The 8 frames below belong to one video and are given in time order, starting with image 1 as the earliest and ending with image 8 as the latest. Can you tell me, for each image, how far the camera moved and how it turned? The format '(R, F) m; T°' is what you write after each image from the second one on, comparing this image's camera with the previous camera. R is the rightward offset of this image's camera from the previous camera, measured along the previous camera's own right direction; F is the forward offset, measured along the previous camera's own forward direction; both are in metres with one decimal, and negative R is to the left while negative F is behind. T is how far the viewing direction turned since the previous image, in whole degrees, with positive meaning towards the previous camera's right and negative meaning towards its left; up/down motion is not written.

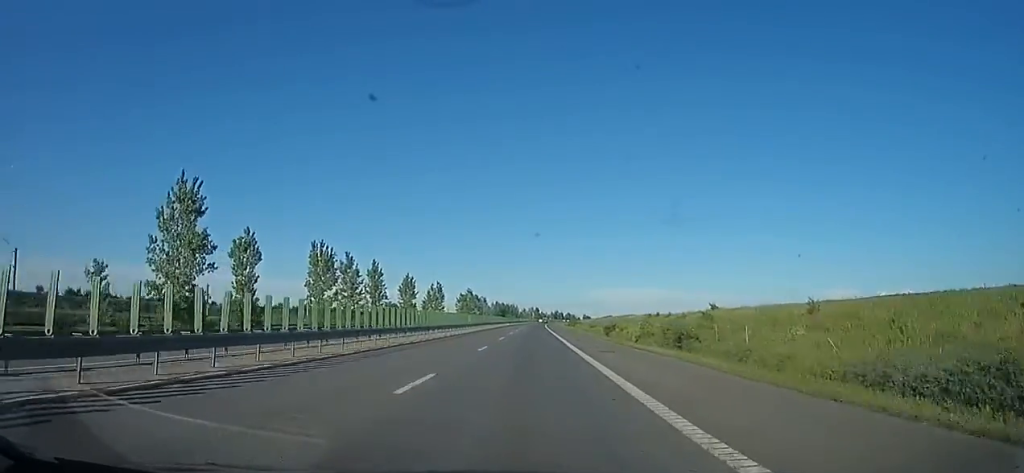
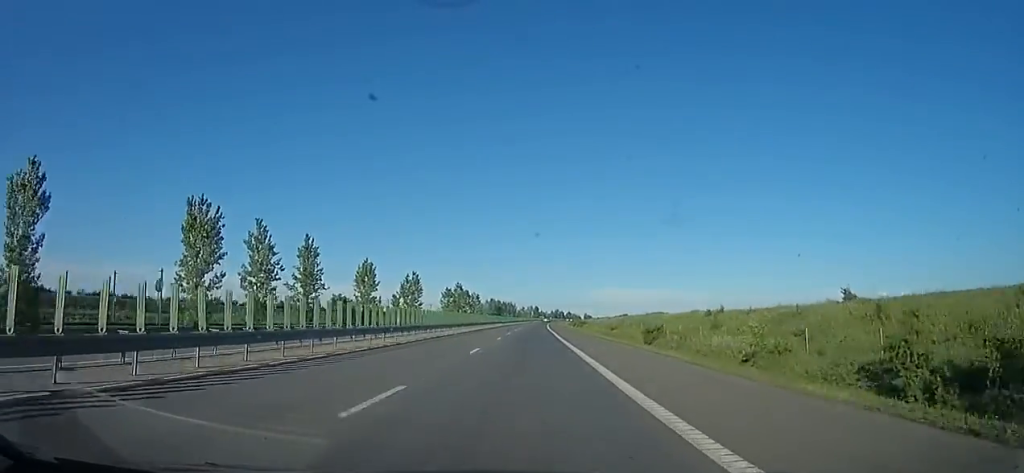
(-0.3, +26.6) m; -1°
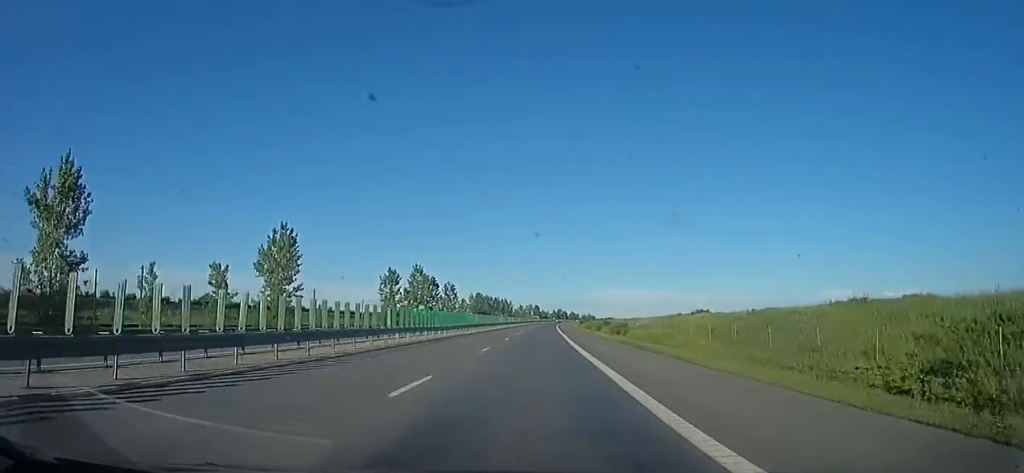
(+0.7, +58.9) m; +2°
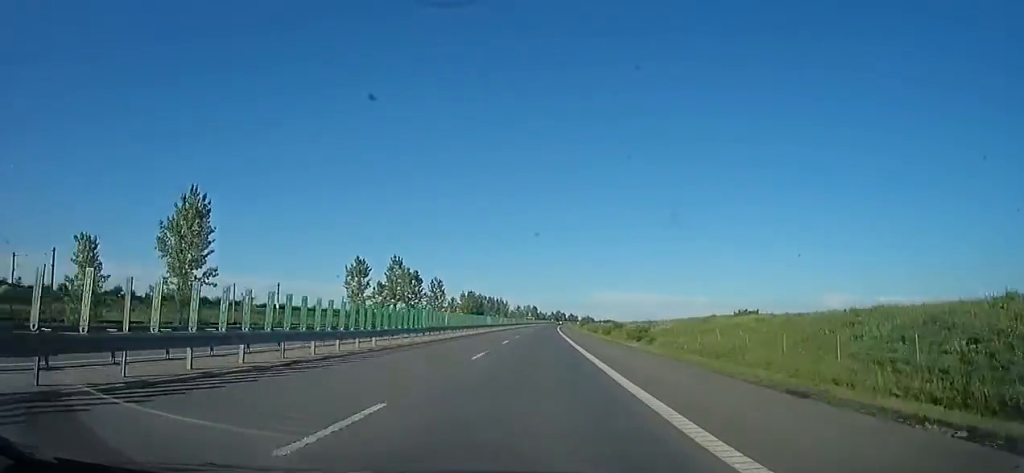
(+0.1, +15.9) m; 0°
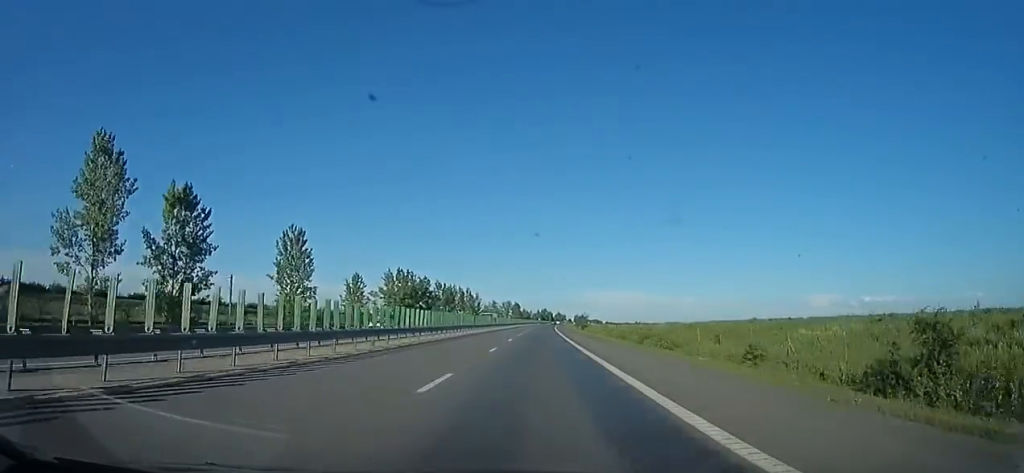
(0.0, +68.5) m; 0°
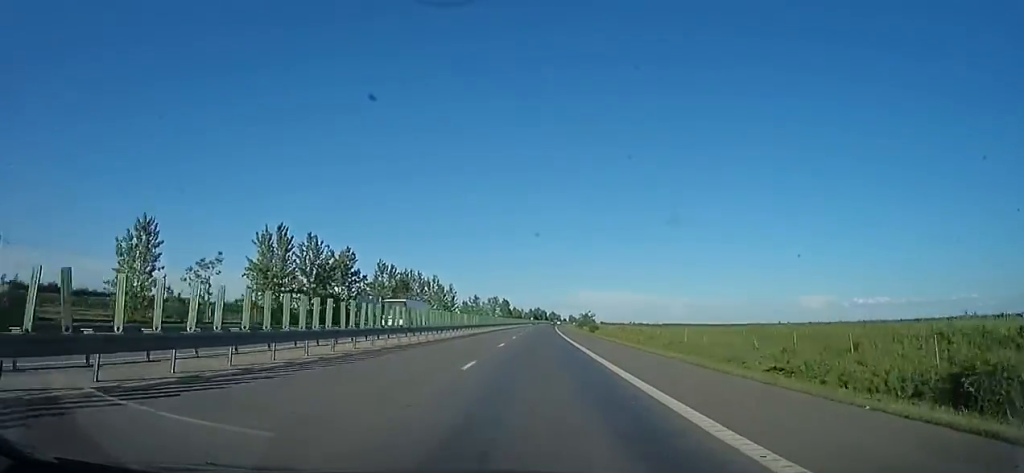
(+0.1, +44.1) m; +1°
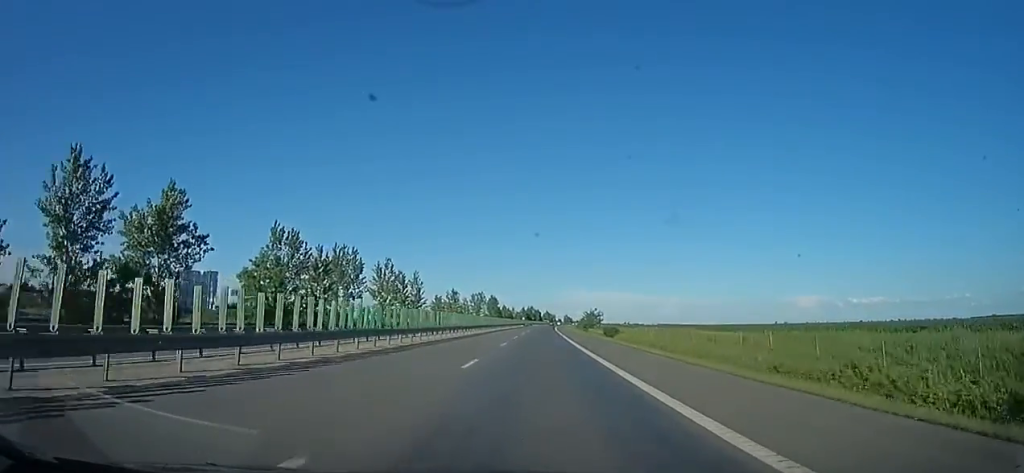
(+0.2, +35.5) m; +2°
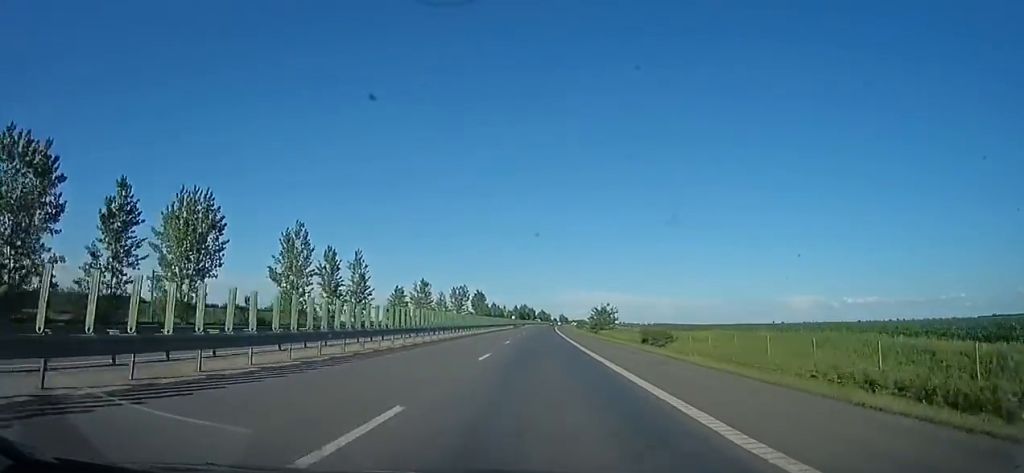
(+1.1, +33.1) m; 0°
